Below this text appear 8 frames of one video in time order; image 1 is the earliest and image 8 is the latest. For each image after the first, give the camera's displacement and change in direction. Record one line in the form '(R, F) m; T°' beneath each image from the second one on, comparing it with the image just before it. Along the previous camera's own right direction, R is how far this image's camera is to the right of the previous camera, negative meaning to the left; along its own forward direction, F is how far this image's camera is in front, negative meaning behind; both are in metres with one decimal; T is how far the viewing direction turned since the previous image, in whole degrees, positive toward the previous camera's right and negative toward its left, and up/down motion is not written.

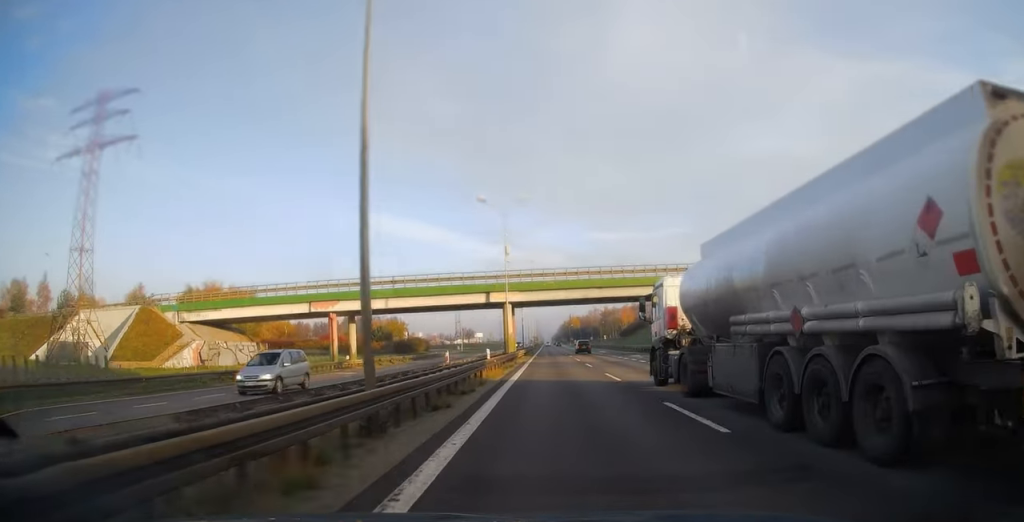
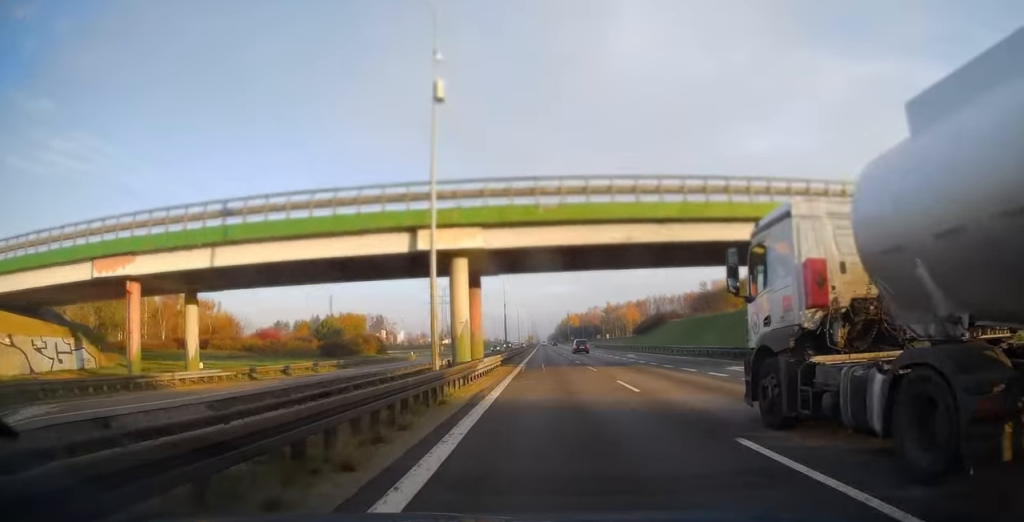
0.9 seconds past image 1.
(0.0, +29.2) m; 0°
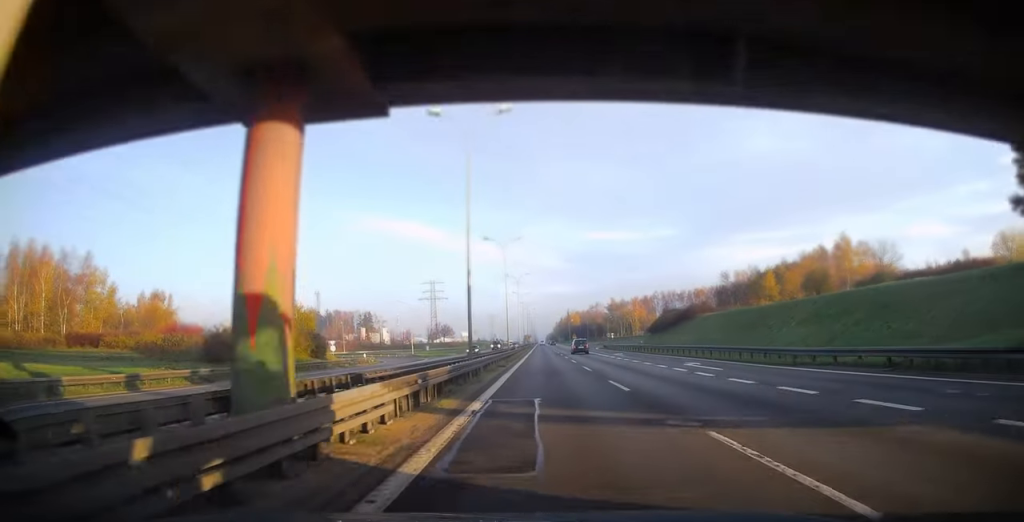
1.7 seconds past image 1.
(+0.1, +23.4) m; 0°
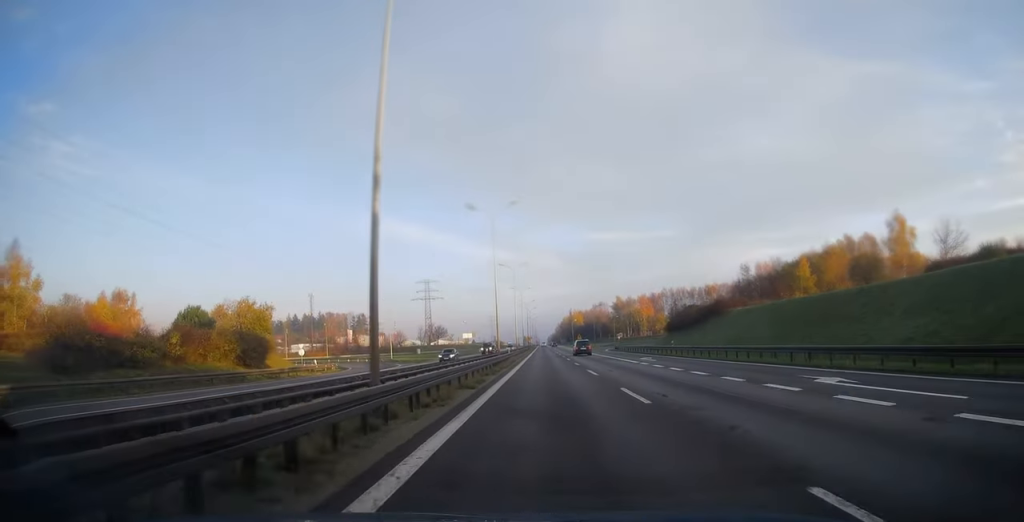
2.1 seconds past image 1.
(0.0, +15.4) m; 0°
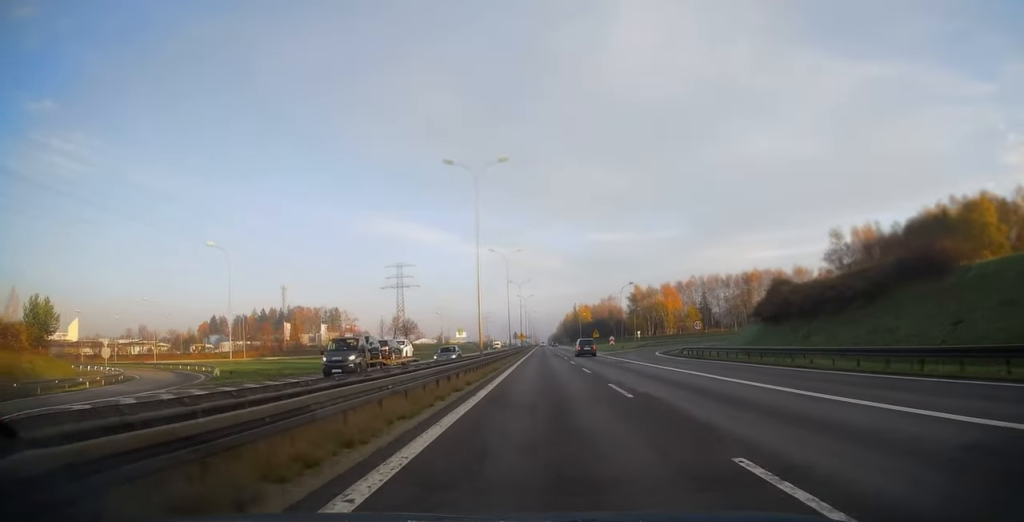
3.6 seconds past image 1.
(0.0, +46.9) m; 0°
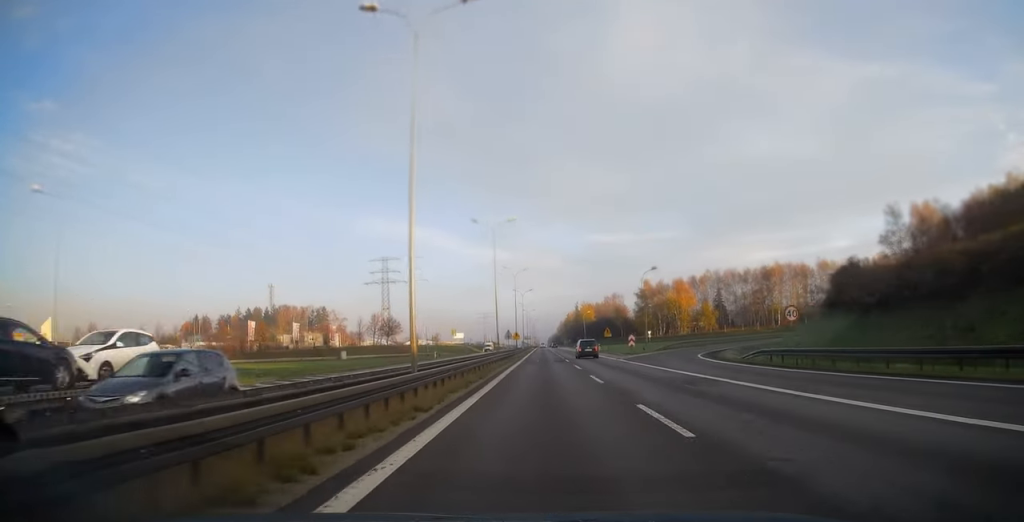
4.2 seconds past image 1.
(0.0, +18.0) m; 0°
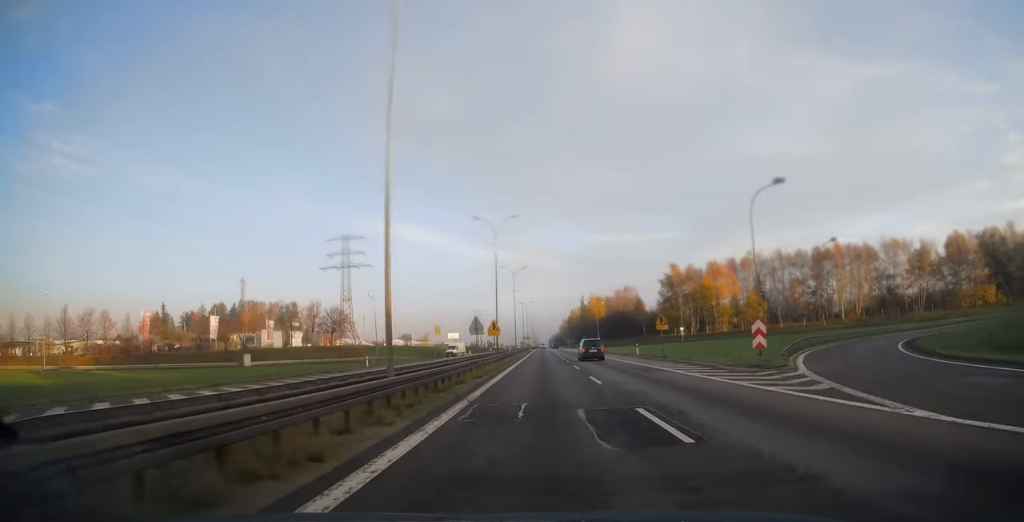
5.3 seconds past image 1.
(0.0, +36.6) m; 0°
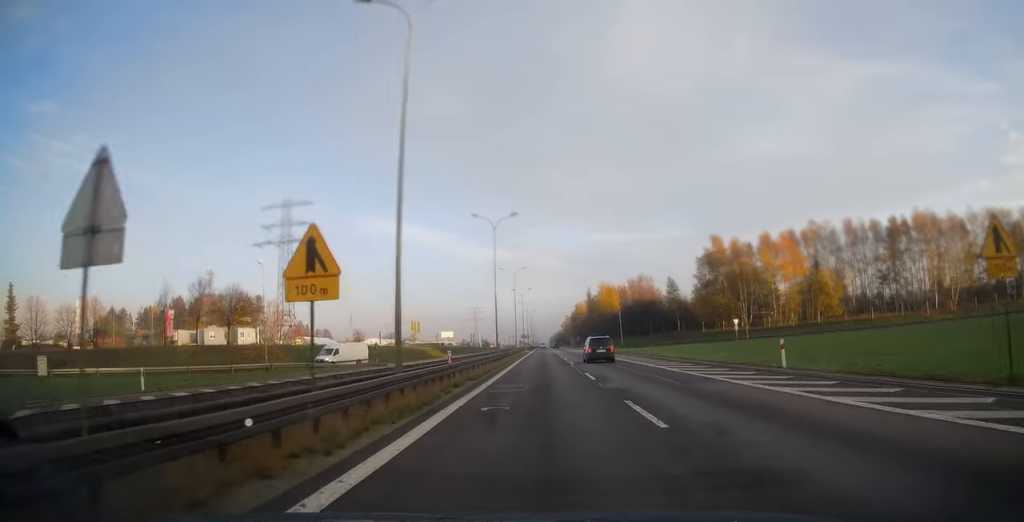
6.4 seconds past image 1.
(0.0, +34.5) m; 0°
